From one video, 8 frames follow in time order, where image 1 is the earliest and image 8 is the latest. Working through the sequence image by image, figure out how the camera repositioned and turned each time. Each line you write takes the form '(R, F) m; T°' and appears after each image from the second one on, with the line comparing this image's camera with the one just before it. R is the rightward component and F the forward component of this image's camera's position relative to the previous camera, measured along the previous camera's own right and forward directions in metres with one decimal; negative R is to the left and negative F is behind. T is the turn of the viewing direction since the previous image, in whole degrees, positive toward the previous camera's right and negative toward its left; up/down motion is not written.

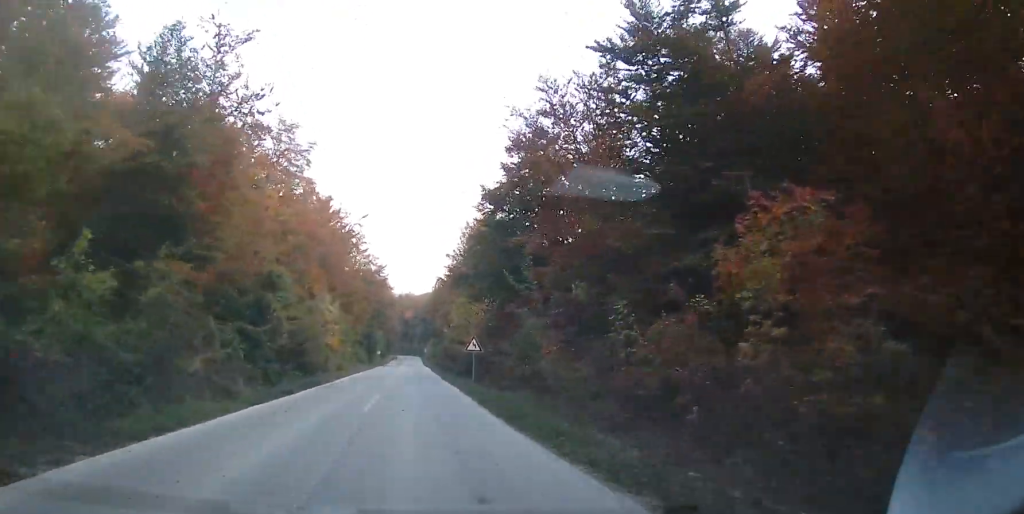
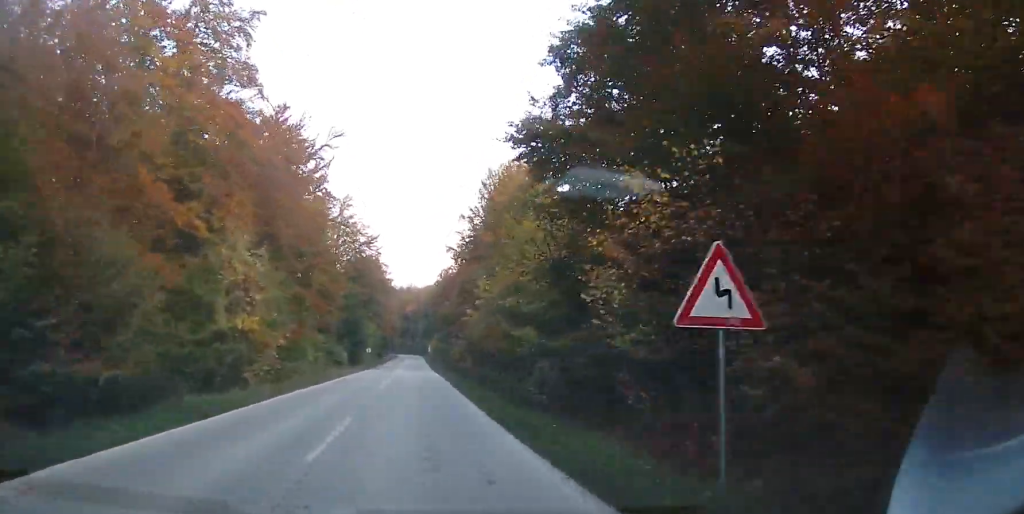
(-0.3, +23.0) m; 0°
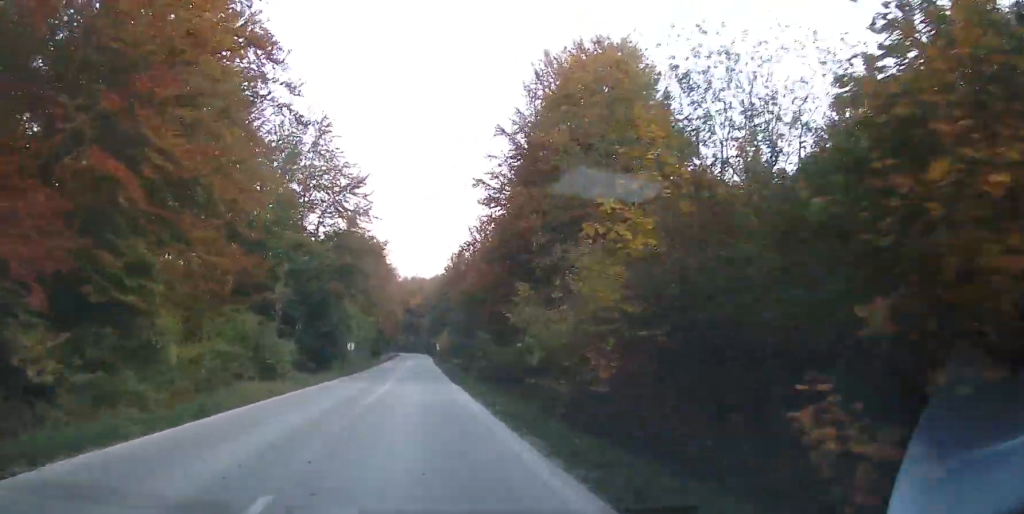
(+0.3, +23.9) m; +1°
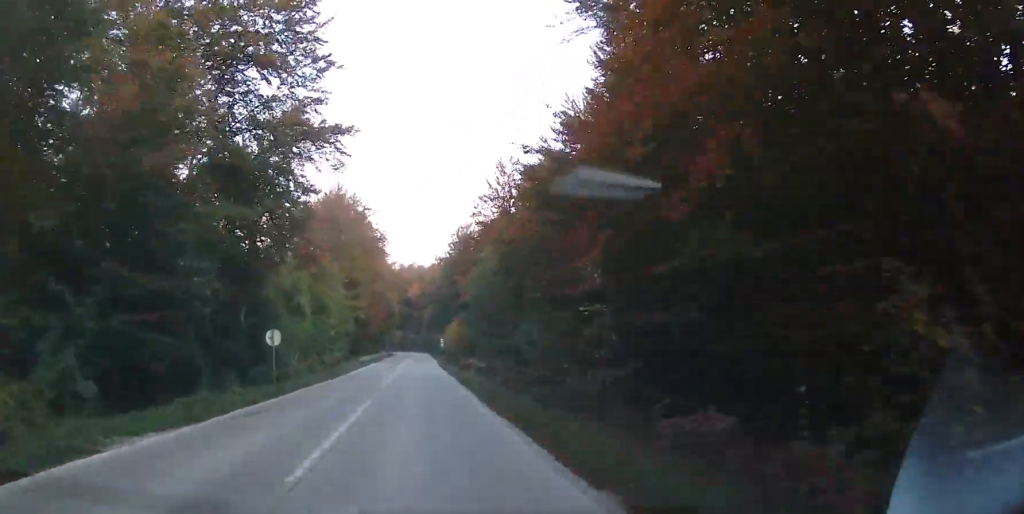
(-0.1, +26.1) m; -1°
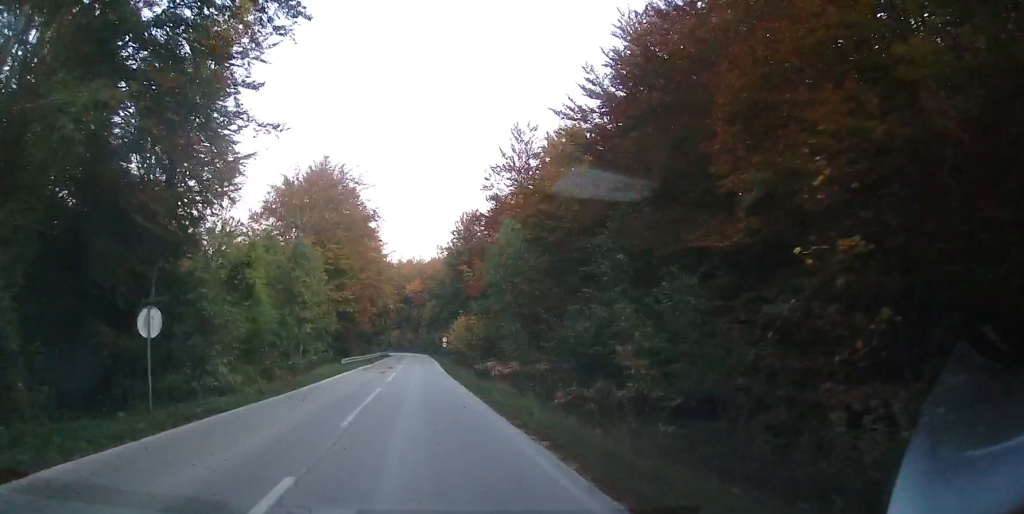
(-0.1, +11.0) m; -1°
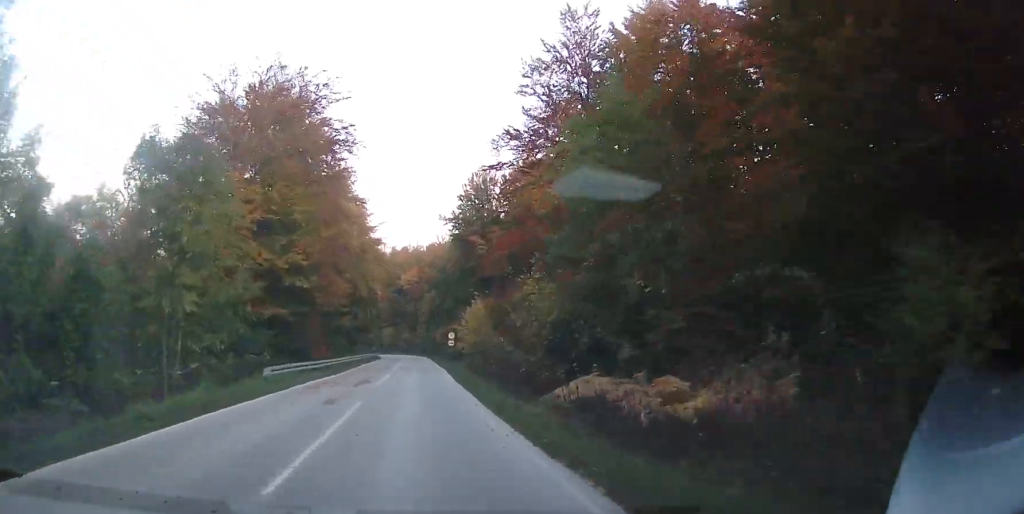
(-0.1, +20.4) m; -1°
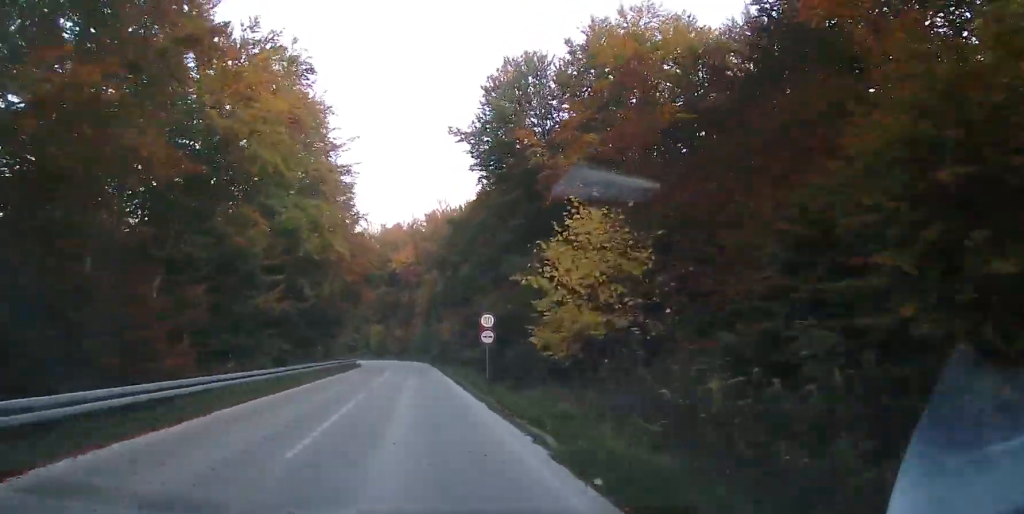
(+0.1, +28.0) m; +2°
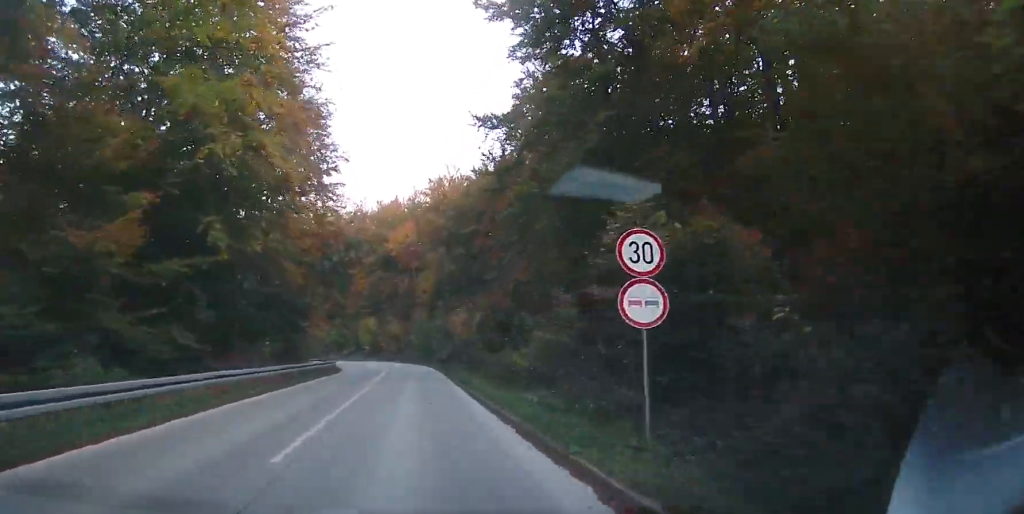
(+0.3, +16.0) m; +1°
